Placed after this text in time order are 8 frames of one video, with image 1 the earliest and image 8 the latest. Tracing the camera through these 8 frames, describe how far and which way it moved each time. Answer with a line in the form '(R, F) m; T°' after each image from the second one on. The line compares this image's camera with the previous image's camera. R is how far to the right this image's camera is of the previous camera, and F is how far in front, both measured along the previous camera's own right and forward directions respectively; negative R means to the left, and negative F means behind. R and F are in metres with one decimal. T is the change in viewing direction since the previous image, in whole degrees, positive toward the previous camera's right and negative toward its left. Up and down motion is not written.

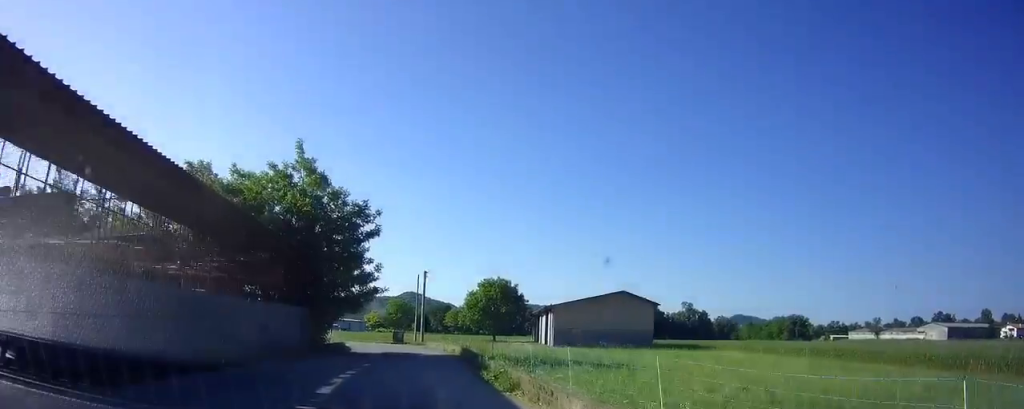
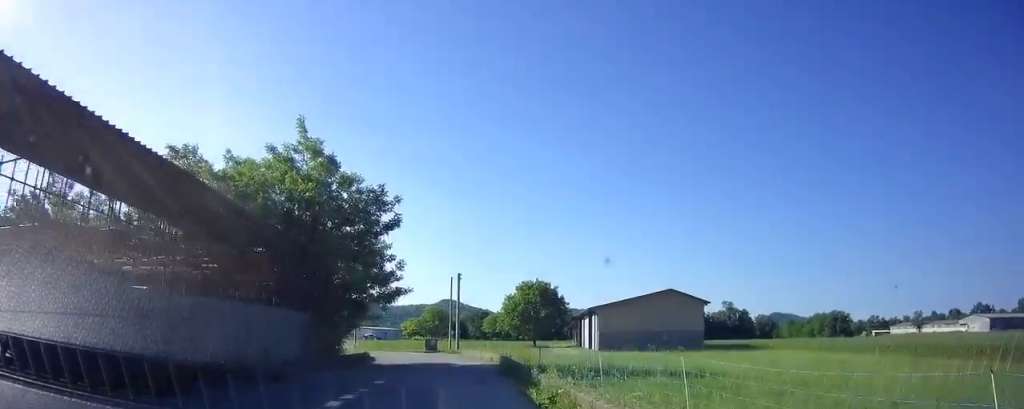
(+0.1, +4.0) m; -1°
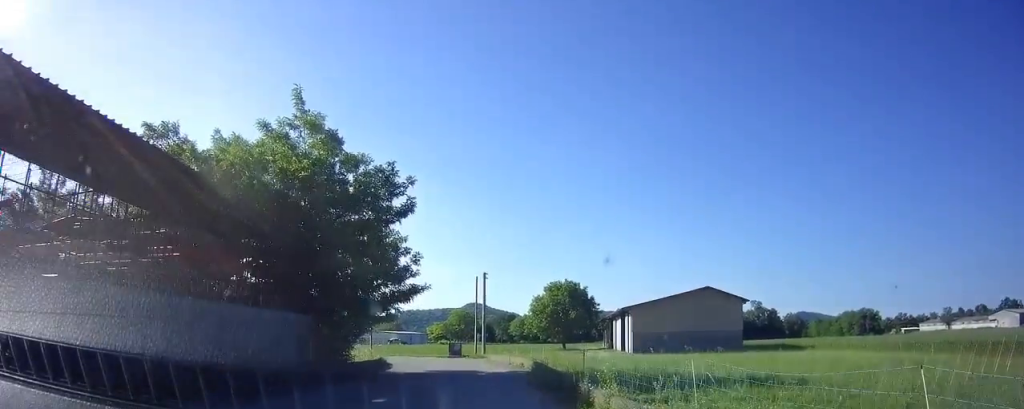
(-0.1, +3.2) m; 0°
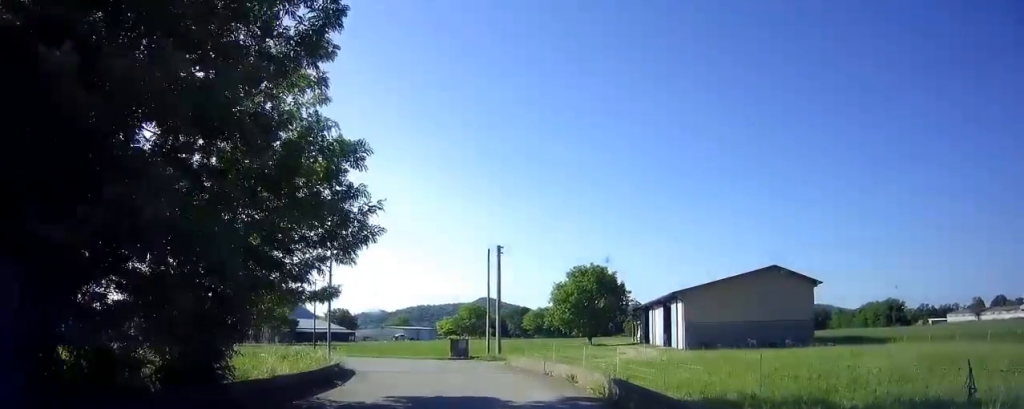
(0.0, +11.2) m; -3°
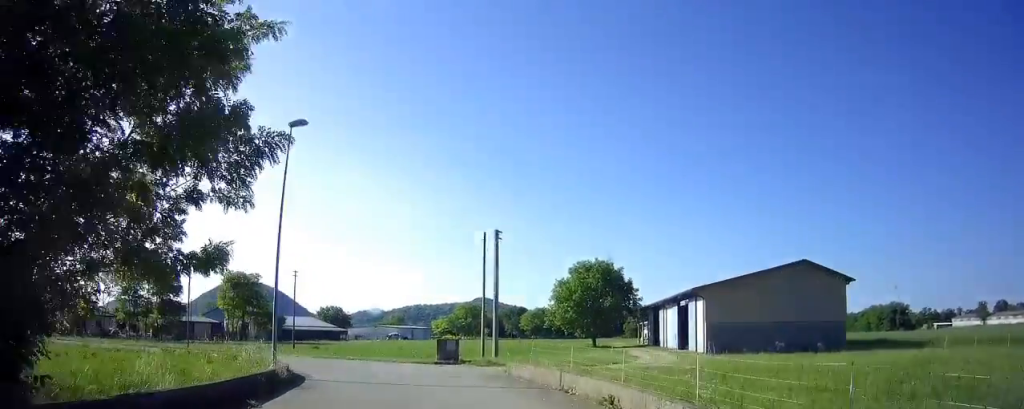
(-0.3, +5.5) m; -6°
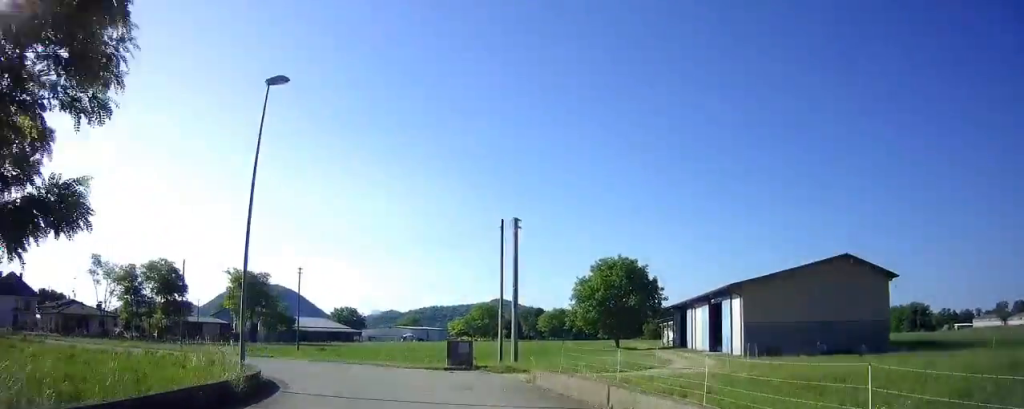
(-0.1, +3.2) m; -5°
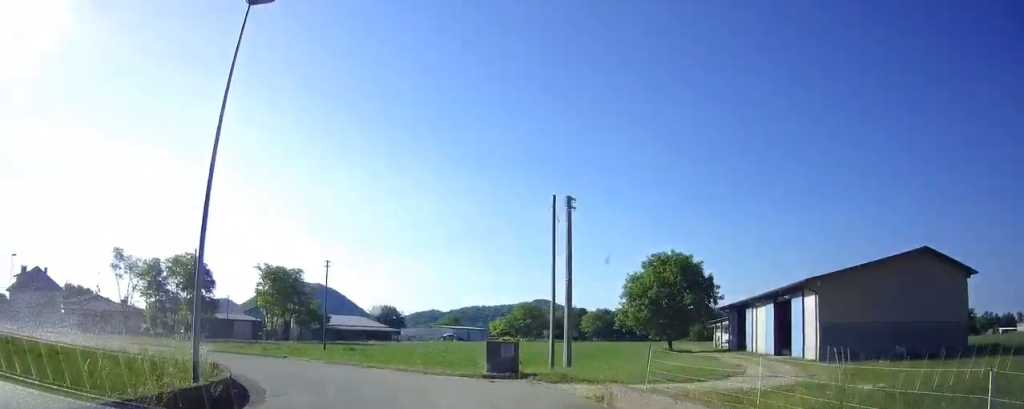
(-0.2, +4.3) m; -8°
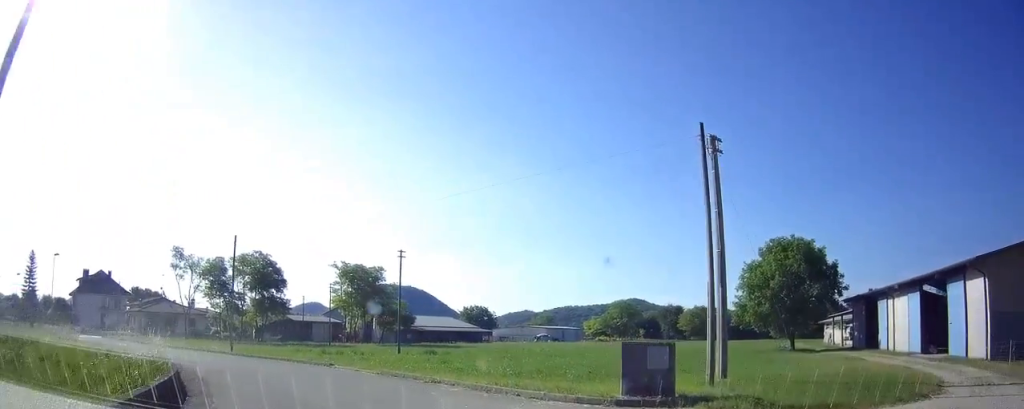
(-1.0, +6.9) m; -16°
